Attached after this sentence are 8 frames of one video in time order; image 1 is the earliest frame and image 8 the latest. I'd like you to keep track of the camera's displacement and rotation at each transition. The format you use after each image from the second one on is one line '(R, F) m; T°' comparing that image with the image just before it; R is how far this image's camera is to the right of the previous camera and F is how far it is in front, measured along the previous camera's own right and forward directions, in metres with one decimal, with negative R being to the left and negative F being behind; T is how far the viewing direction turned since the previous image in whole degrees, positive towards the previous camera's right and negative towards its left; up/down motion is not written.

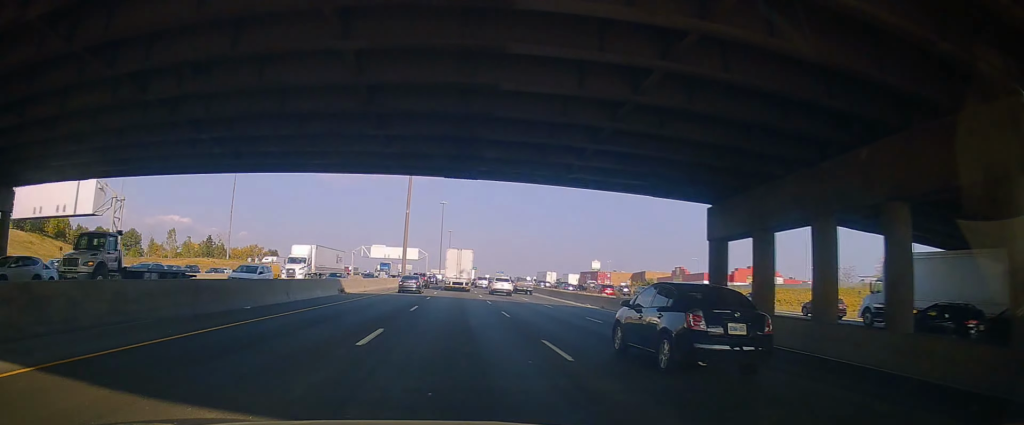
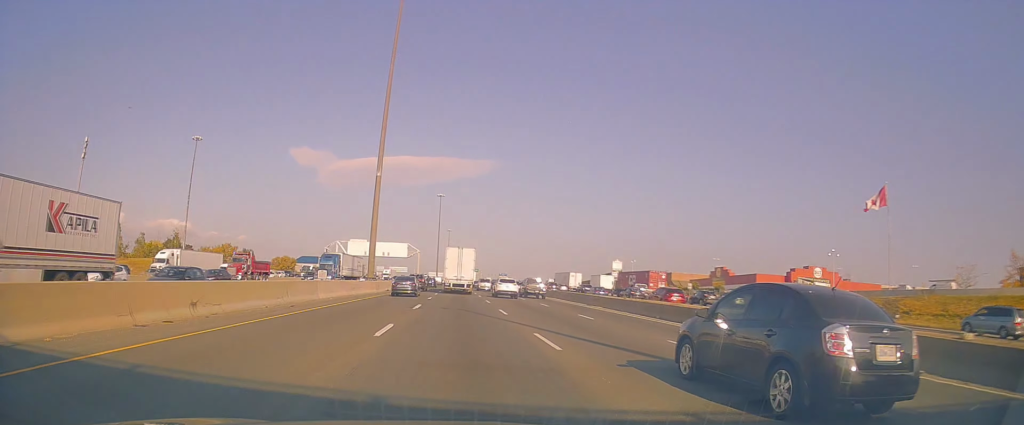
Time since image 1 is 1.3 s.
(+0.6, +33.7) m; 0°
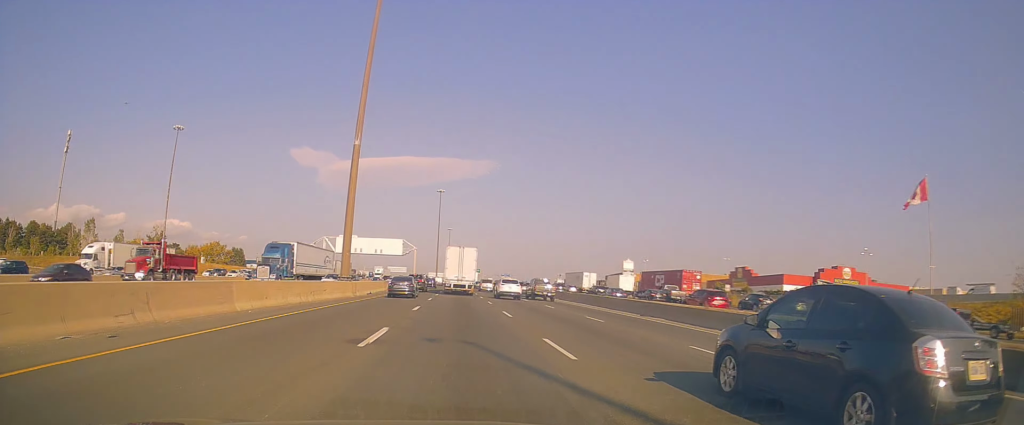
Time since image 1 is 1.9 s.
(-0.1, +13.1) m; 0°
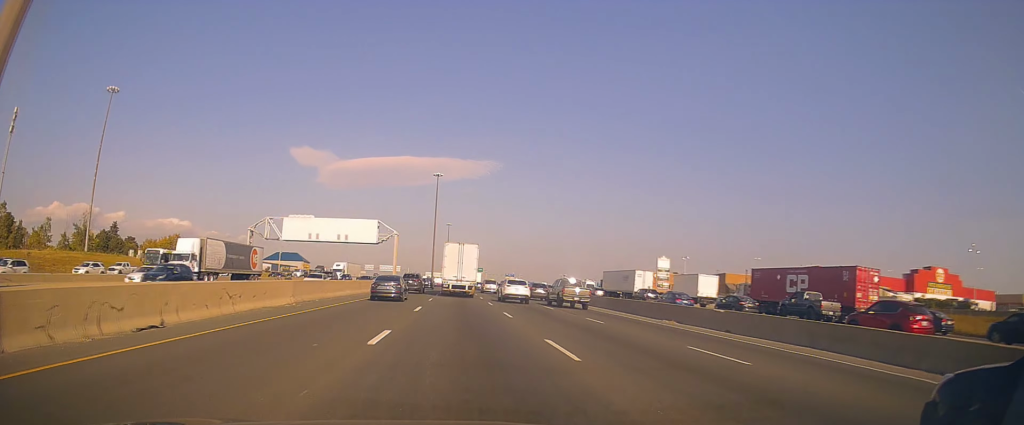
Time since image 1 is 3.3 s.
(-0.2, +35.0) m; 0°
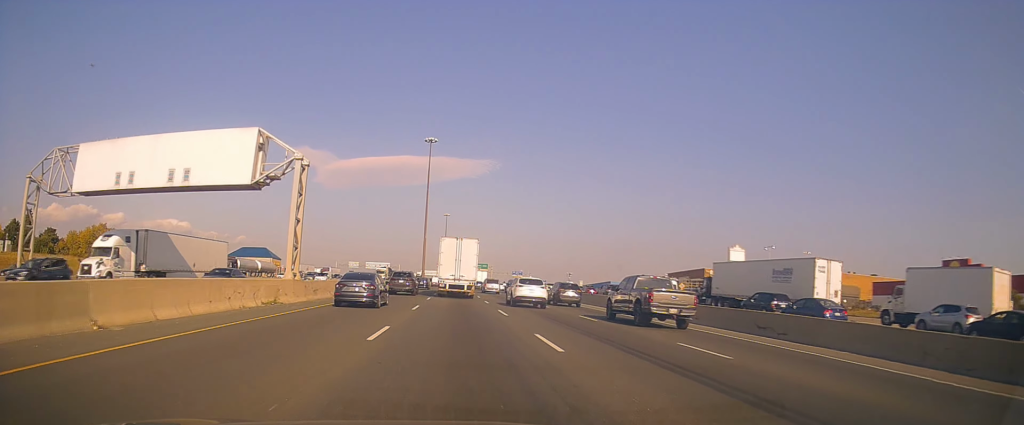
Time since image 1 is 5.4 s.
(+0.9, +46.0) m; +1°
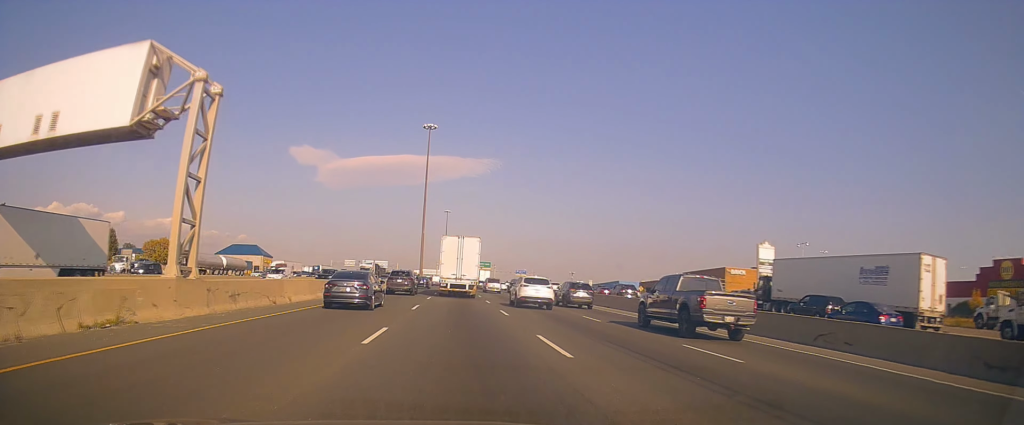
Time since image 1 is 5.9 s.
(-0.1, +12.2) m; -1°
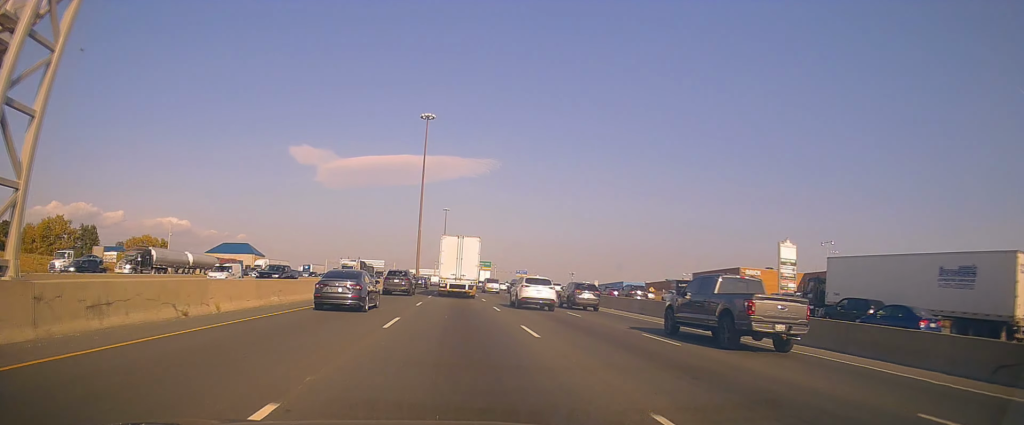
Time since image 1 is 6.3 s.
(0.0, +8.3) m; 0°
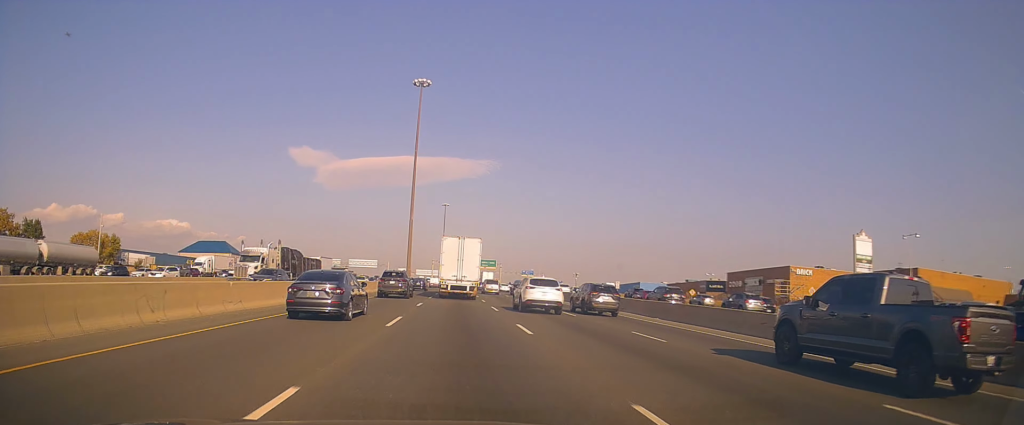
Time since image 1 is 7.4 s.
(-0.2, +22.2) m; 0°
